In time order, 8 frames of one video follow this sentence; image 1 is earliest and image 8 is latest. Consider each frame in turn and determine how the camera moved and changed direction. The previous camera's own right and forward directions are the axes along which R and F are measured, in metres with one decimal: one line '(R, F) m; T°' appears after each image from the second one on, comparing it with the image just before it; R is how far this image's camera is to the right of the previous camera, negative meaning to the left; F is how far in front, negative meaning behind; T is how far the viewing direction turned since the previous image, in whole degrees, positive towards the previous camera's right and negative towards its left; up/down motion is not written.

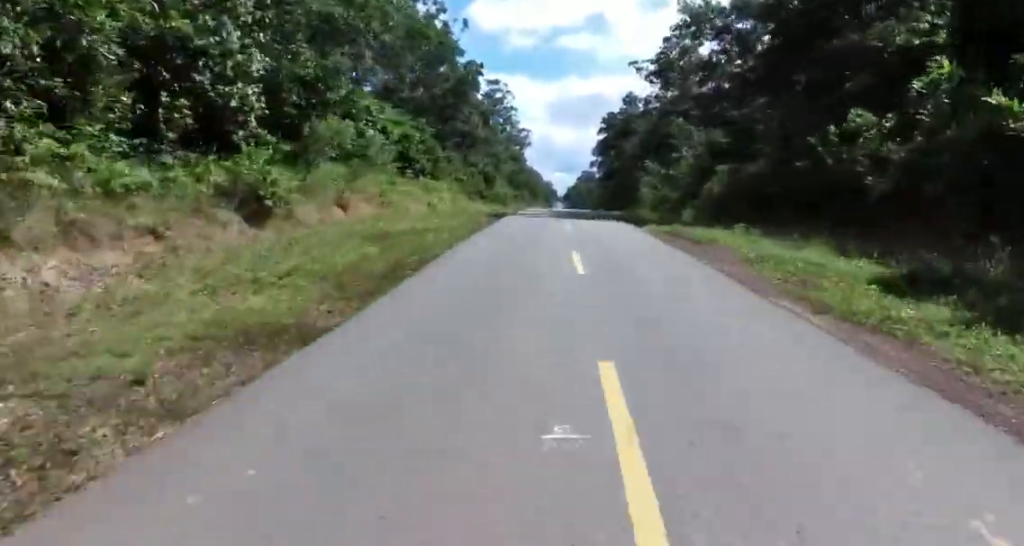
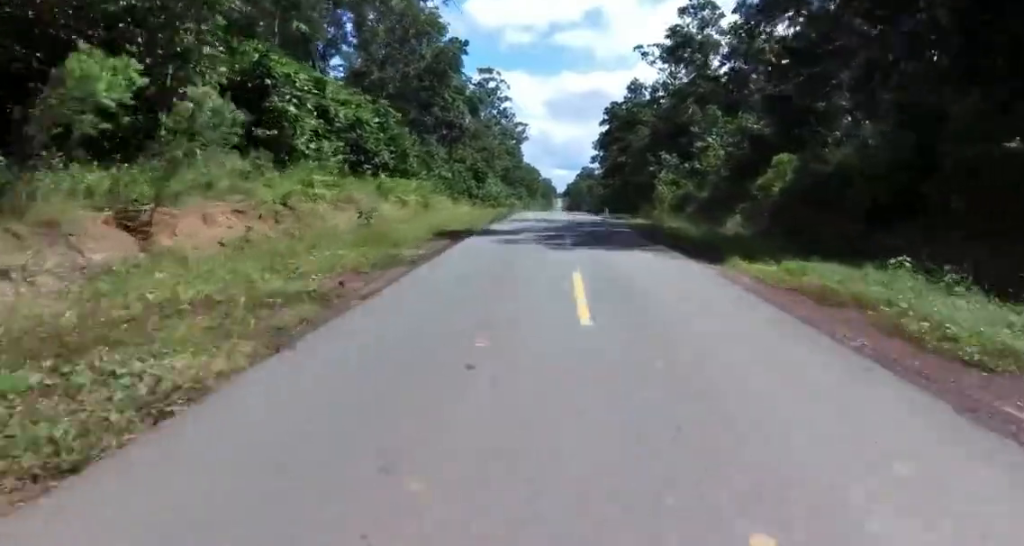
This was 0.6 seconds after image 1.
(-0.2, +12.0) m; -1°
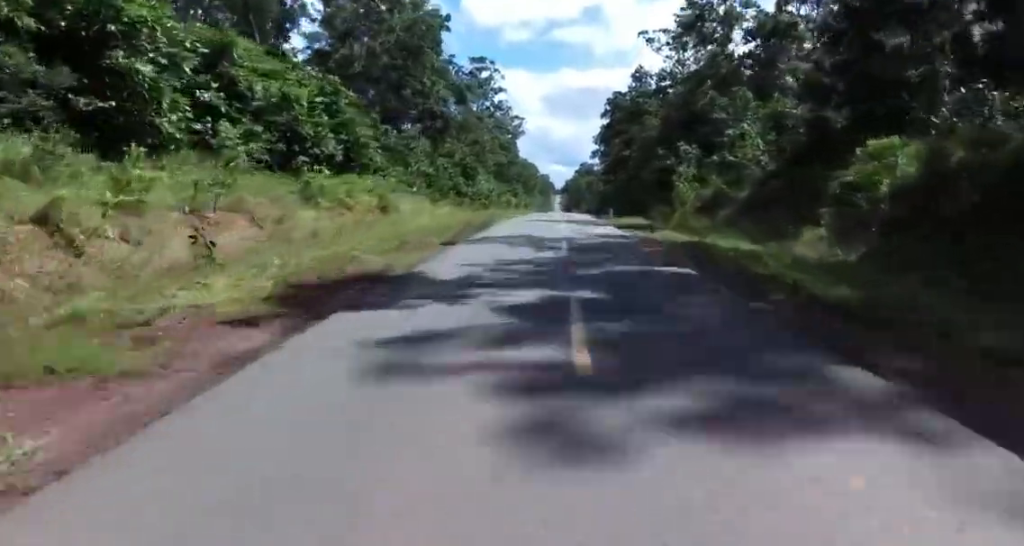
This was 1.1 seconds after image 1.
(-0.1, +10.7) m; 0°
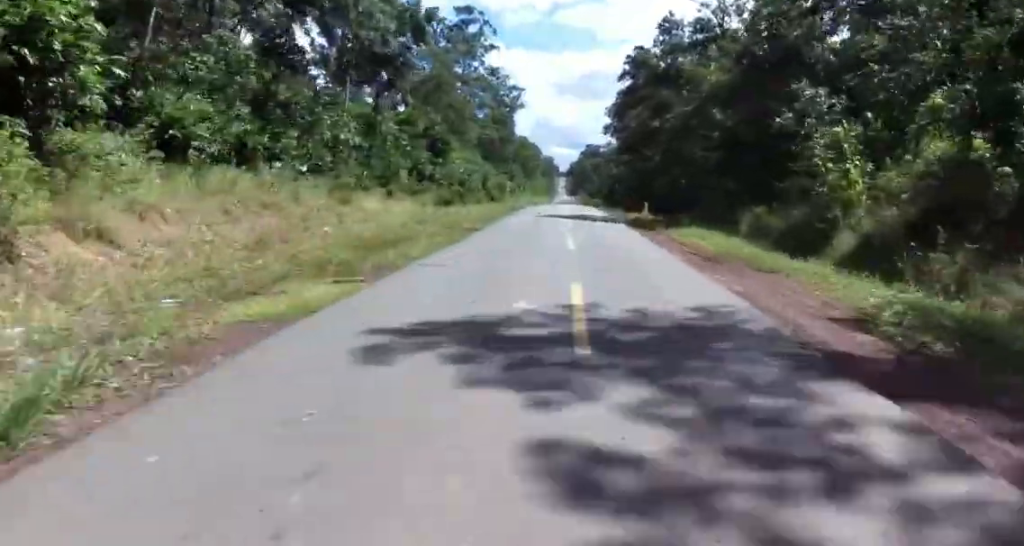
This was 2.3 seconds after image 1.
(0.0, +25.5) m; -1°
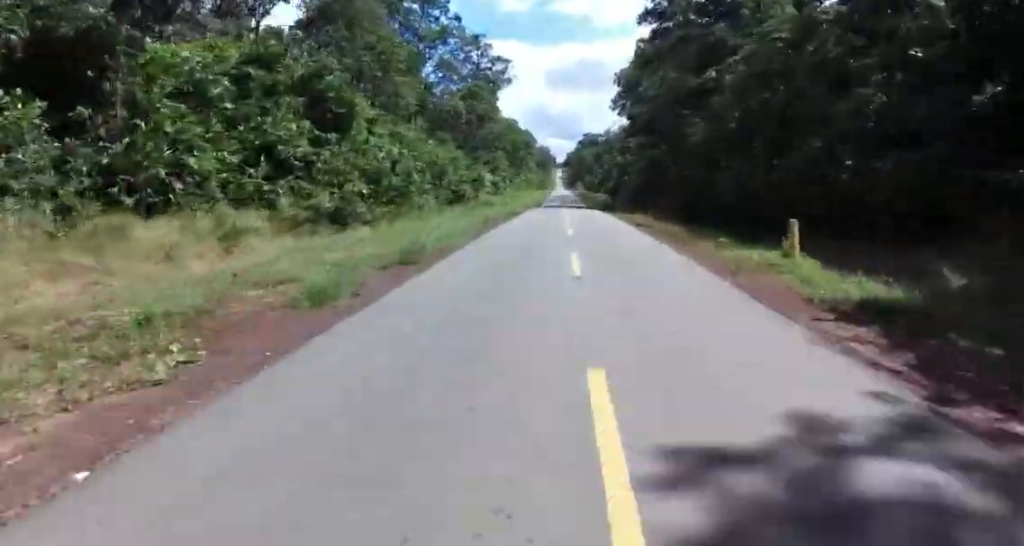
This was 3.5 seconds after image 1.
(-0.4, +28.2) m; +1°
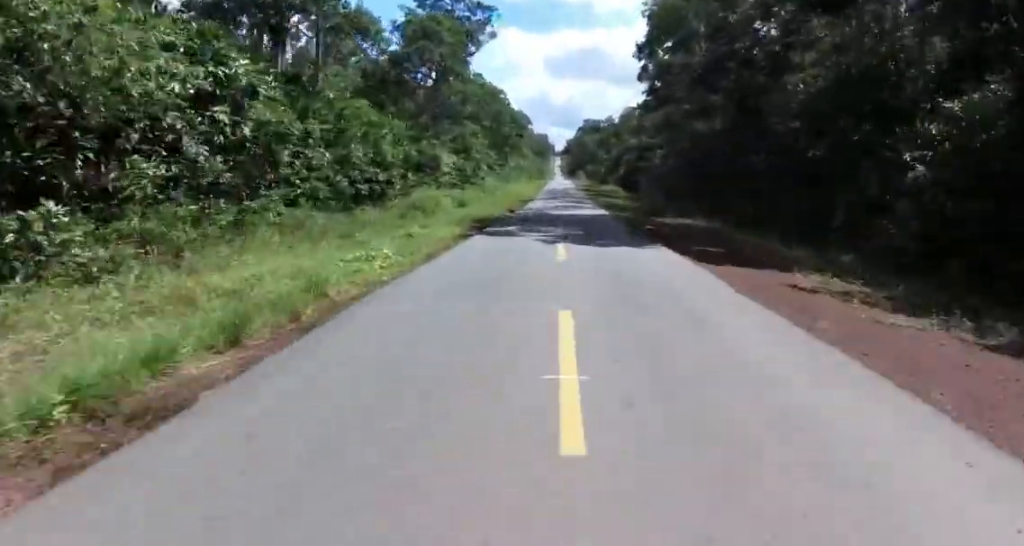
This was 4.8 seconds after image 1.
(+1.9, +31.9) m; +4°
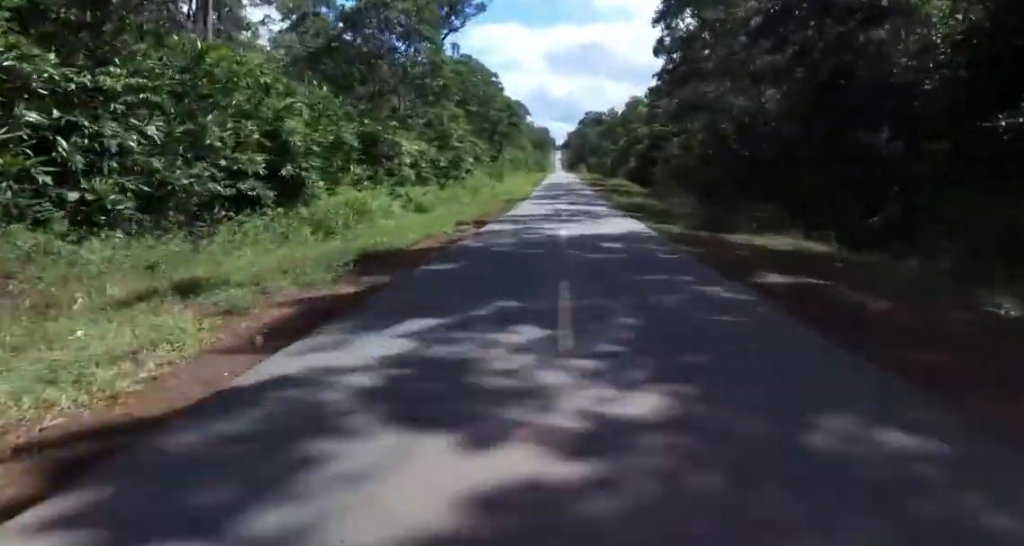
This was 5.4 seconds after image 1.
(-0.3, +14.2) m; -1°
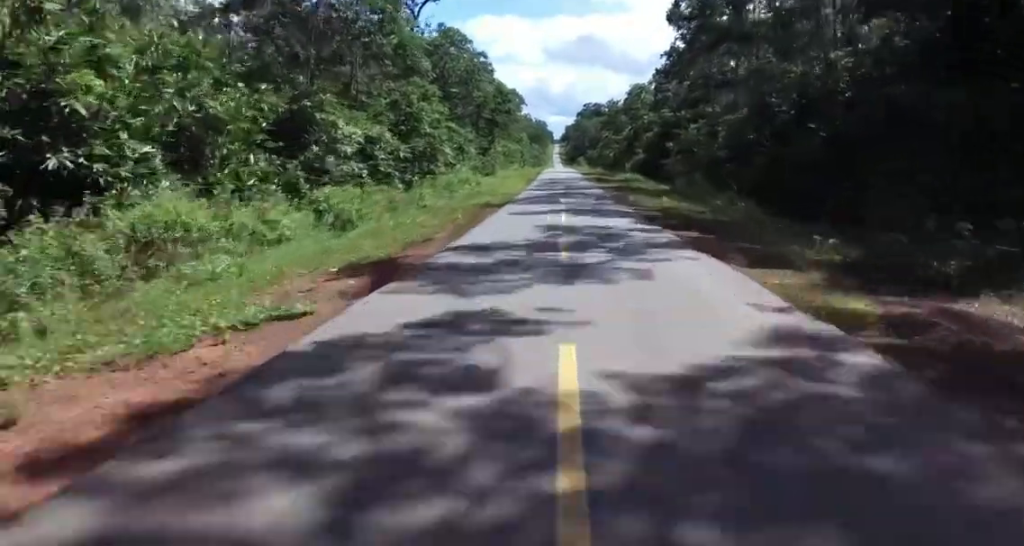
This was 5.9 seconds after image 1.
(-0.3, +12.7) m; -1°
